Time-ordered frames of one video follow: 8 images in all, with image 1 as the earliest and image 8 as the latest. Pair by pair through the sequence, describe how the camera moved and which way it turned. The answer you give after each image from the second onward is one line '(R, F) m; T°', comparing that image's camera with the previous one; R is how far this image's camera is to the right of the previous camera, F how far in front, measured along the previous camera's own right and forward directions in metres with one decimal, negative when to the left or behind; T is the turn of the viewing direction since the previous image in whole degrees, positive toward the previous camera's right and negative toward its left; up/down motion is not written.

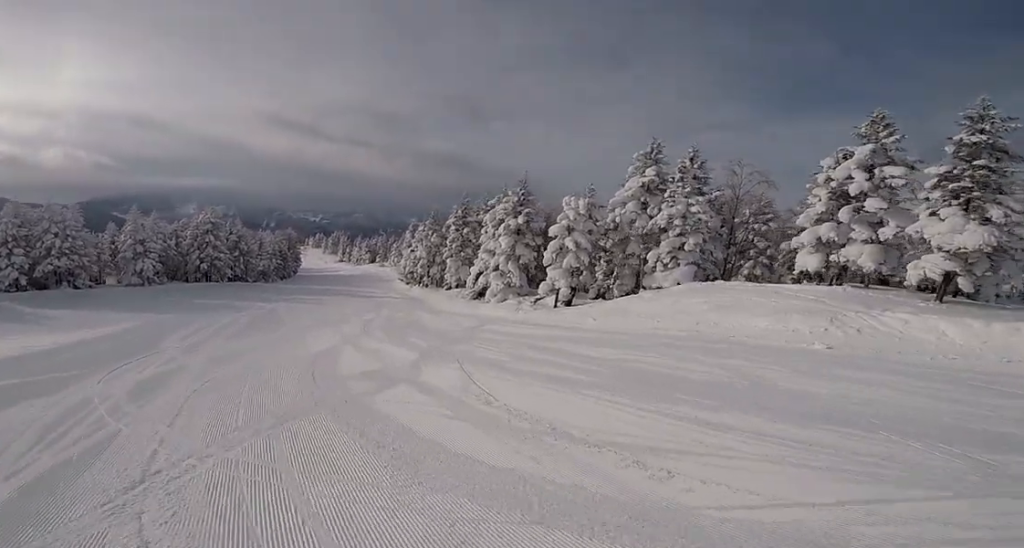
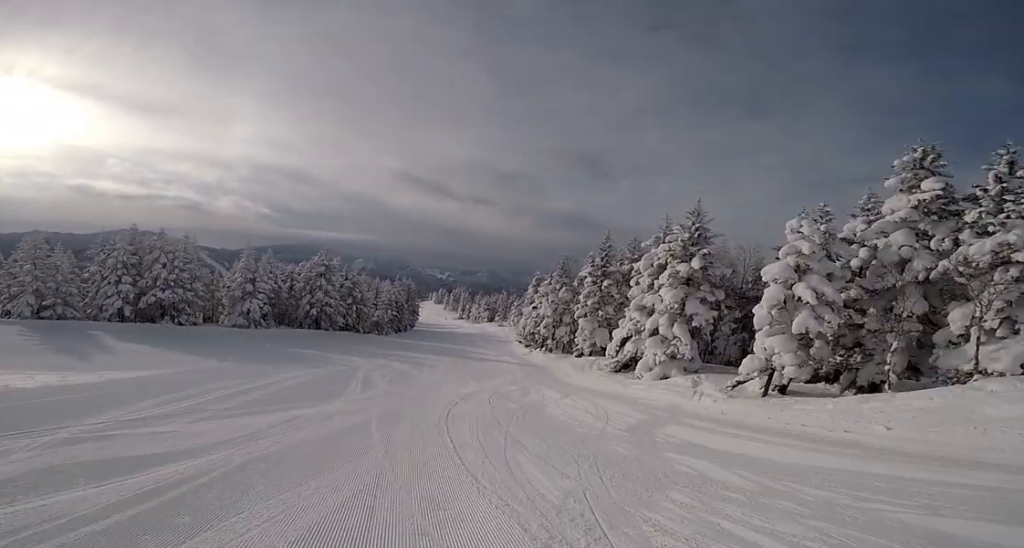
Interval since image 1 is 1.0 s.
(-0.9, +7.8) m; -9°
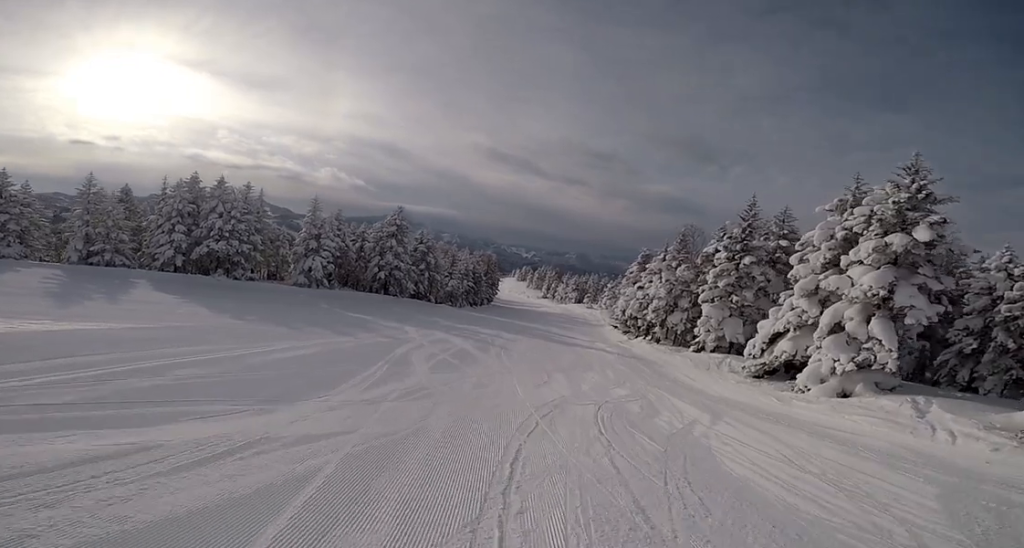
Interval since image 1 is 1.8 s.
(-0.3, +6.2) m; 0°
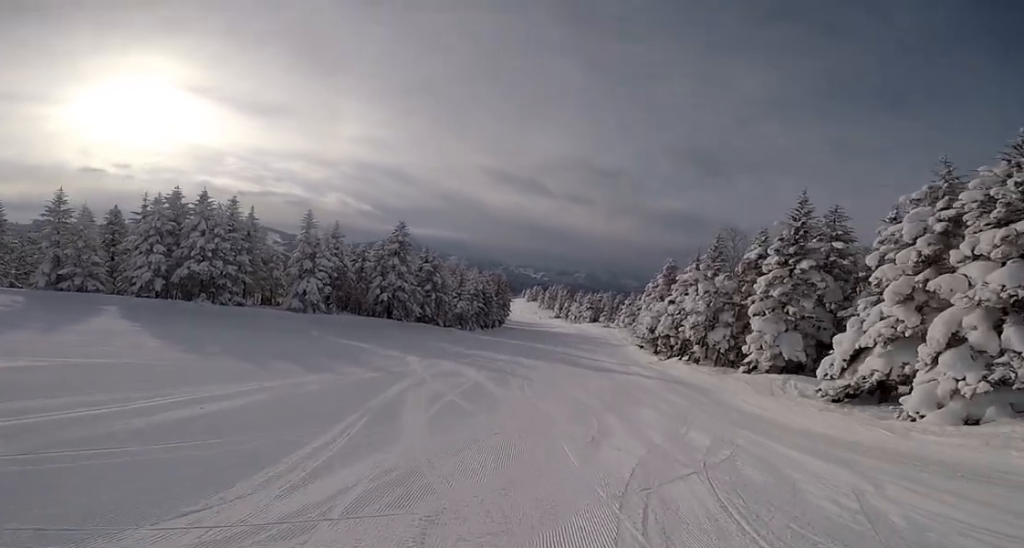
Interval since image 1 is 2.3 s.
(-0.1, +3.7) m; +4°
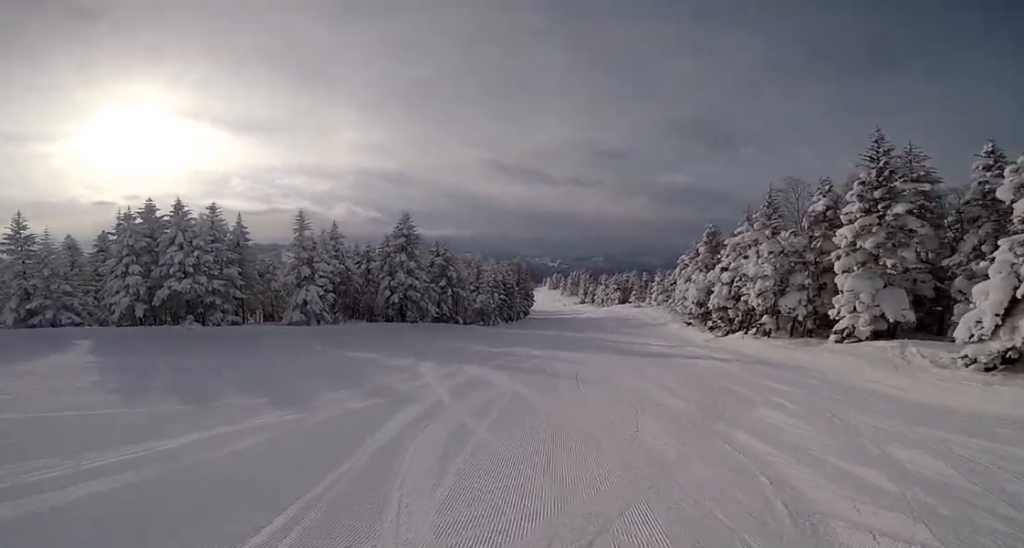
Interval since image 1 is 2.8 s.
(+0.3, +4.3) m; +3°
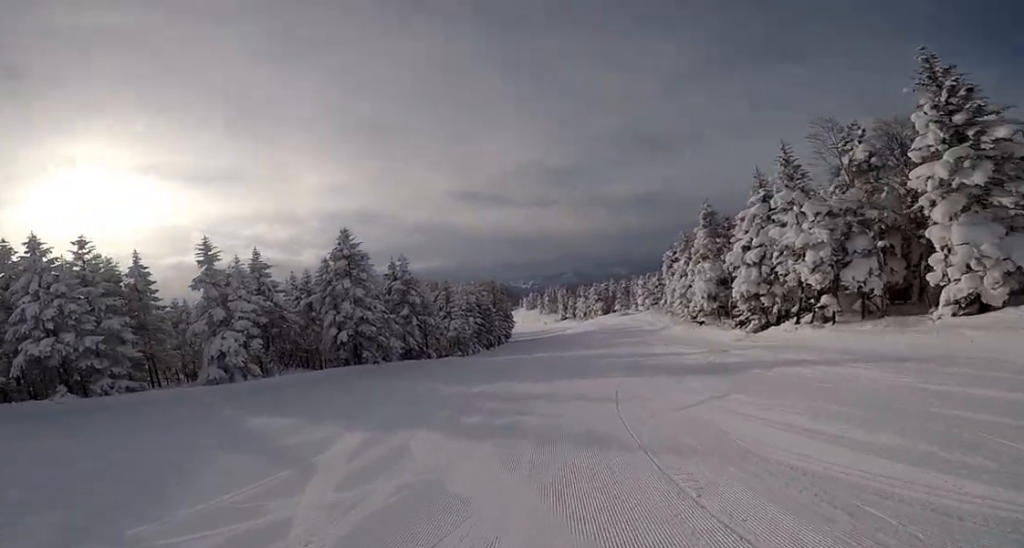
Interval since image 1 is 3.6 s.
(+0.4, +7.2) m; +4°
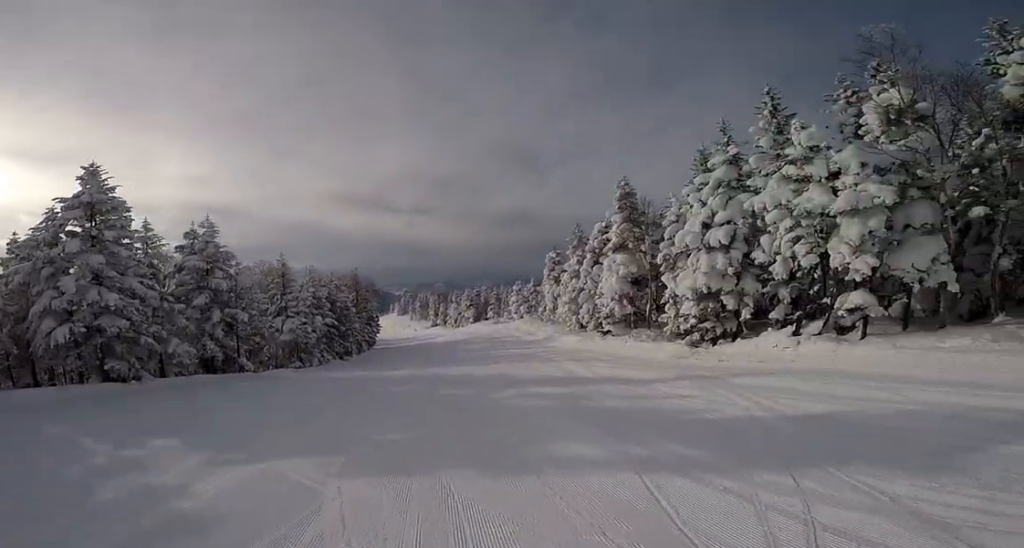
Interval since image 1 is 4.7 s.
(0.0, +10.2) m; -2°
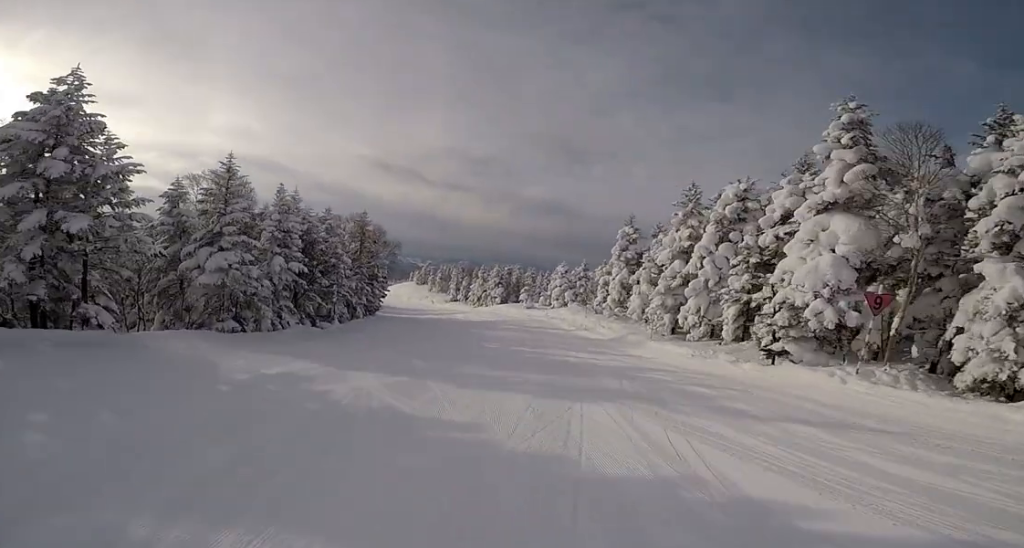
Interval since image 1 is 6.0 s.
(-1.0, +12.0) m; -5°
